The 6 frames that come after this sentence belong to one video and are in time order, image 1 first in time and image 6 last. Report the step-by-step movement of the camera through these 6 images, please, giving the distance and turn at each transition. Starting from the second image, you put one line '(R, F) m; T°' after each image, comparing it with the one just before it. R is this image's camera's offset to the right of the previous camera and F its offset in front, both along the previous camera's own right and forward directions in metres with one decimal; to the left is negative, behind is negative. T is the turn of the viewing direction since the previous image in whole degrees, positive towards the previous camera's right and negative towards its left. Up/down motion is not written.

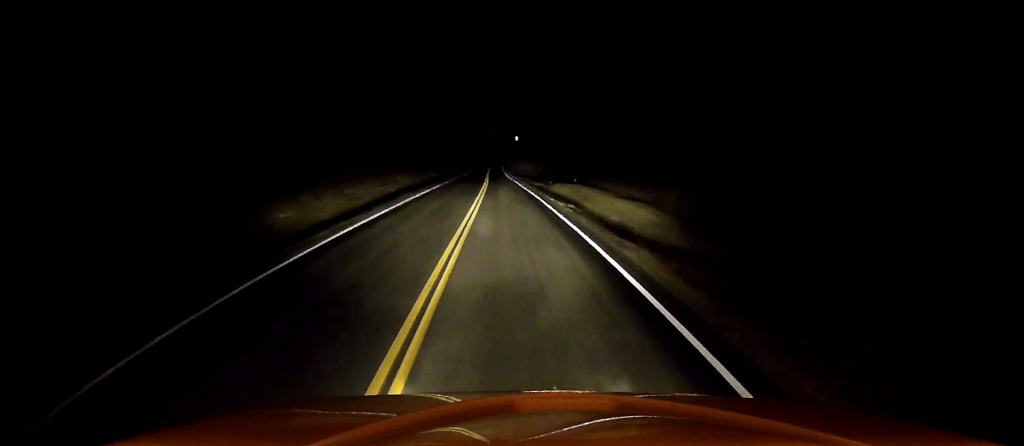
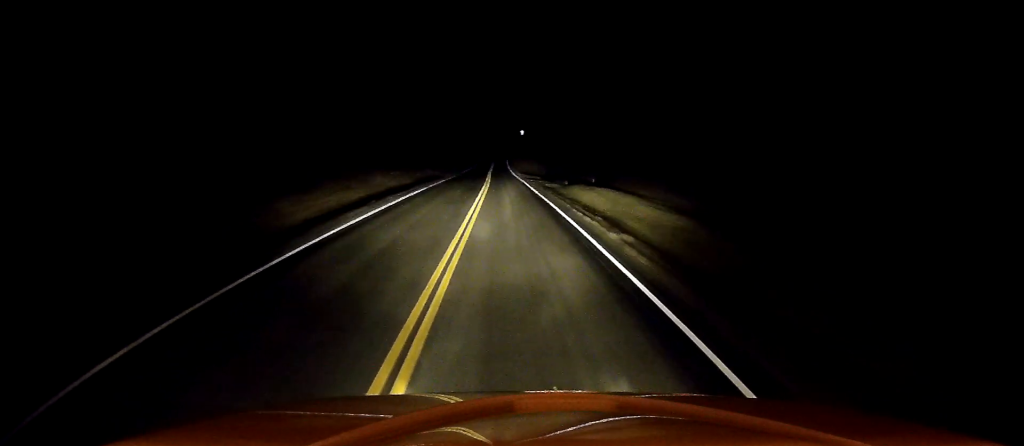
(+0.3, +12.5) m; 0°
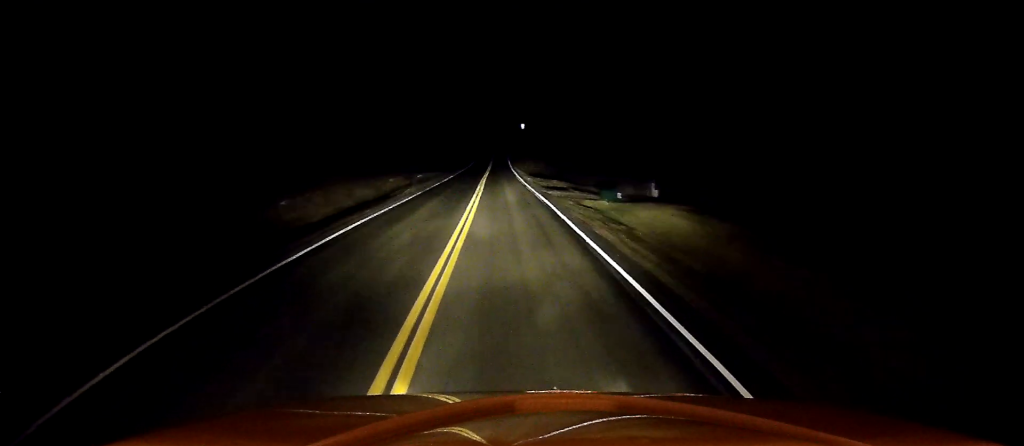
(-0.6, +27.8) m; -1°
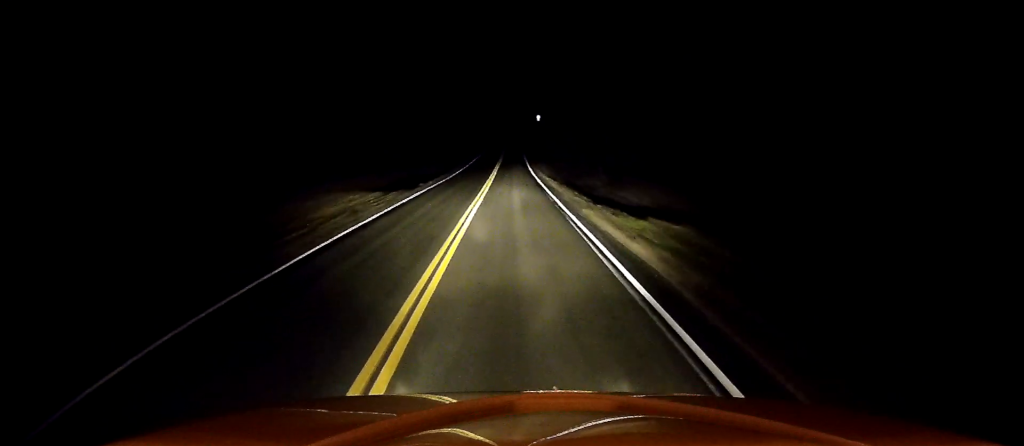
(-0.1, +43.2) m; 0°
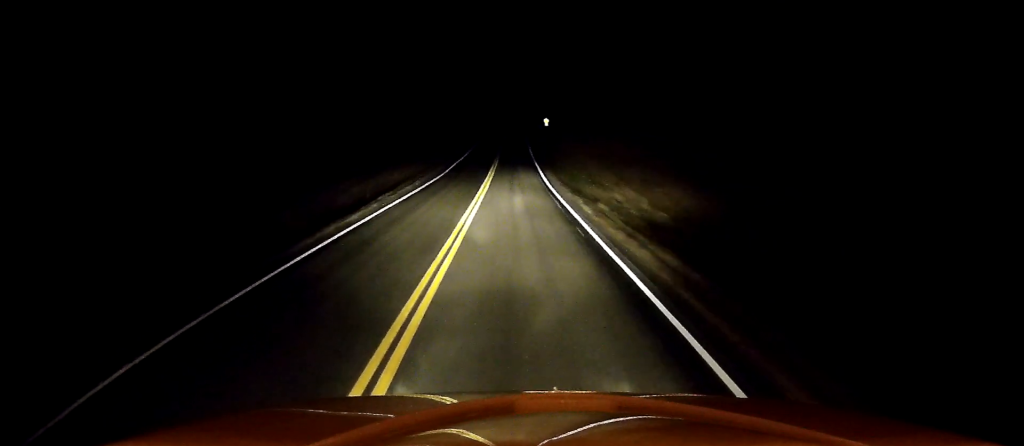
(0.0, +58.6) m; +1°
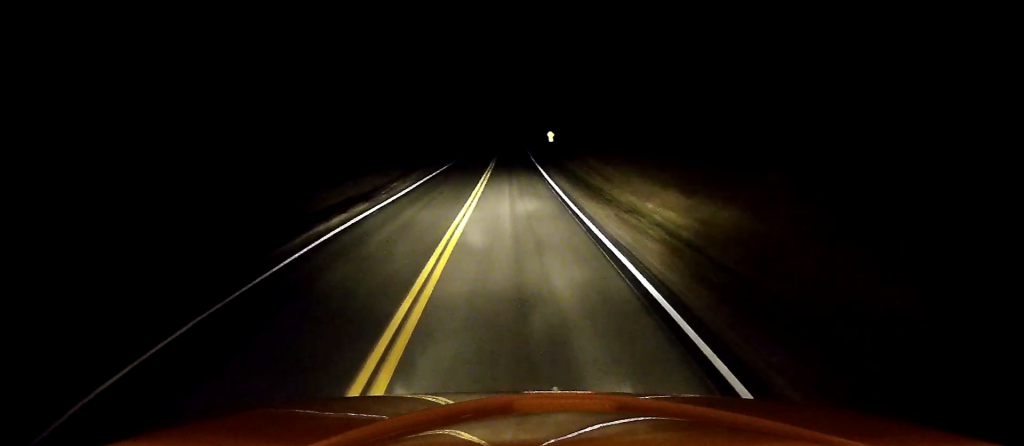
(+0.7, +36.9) m; +1°
